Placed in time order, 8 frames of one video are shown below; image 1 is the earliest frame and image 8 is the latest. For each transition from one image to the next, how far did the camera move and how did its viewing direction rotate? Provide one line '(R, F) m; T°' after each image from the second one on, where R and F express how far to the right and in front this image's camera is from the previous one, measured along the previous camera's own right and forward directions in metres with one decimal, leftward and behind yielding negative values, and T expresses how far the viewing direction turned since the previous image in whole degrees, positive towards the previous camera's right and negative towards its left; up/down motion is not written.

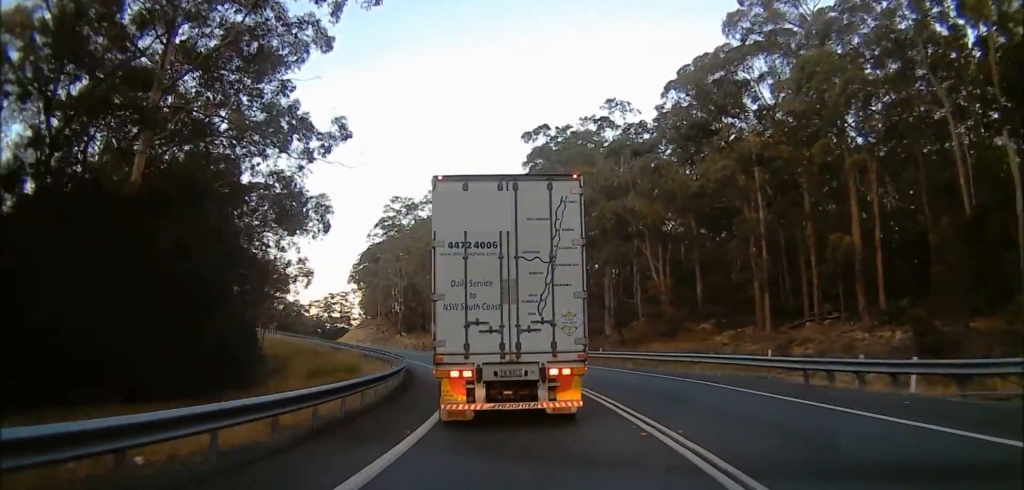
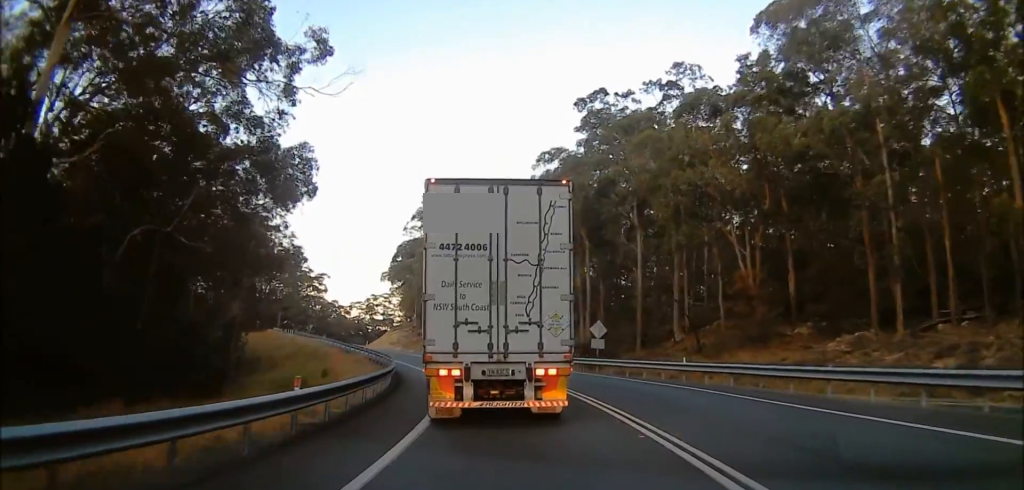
(-0.4, +11.4) m; -6°
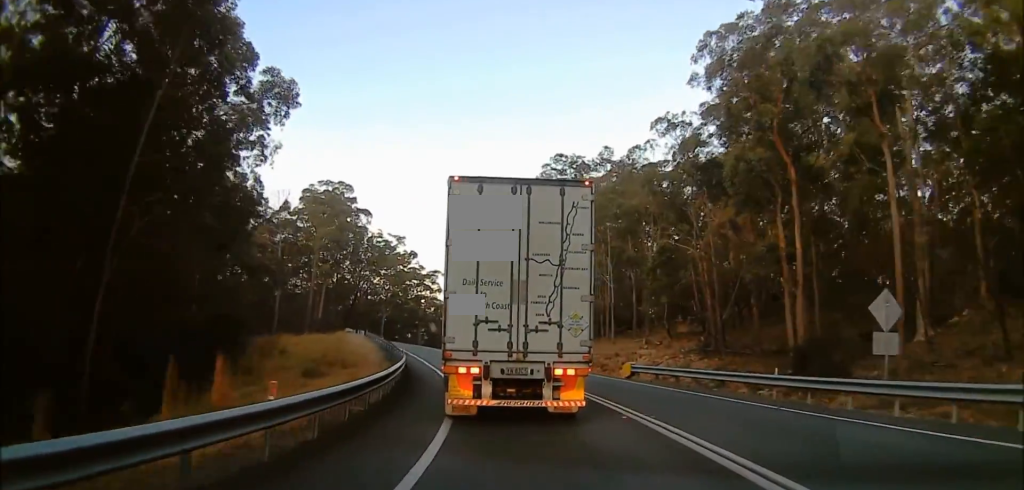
(-1.6, +21.2) m; -4°
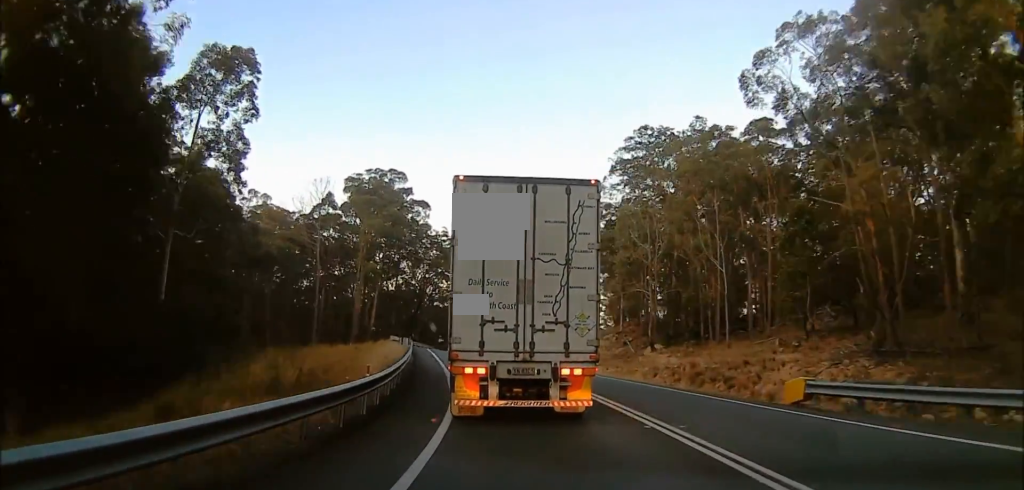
(0.0, +13.3) m; -7°
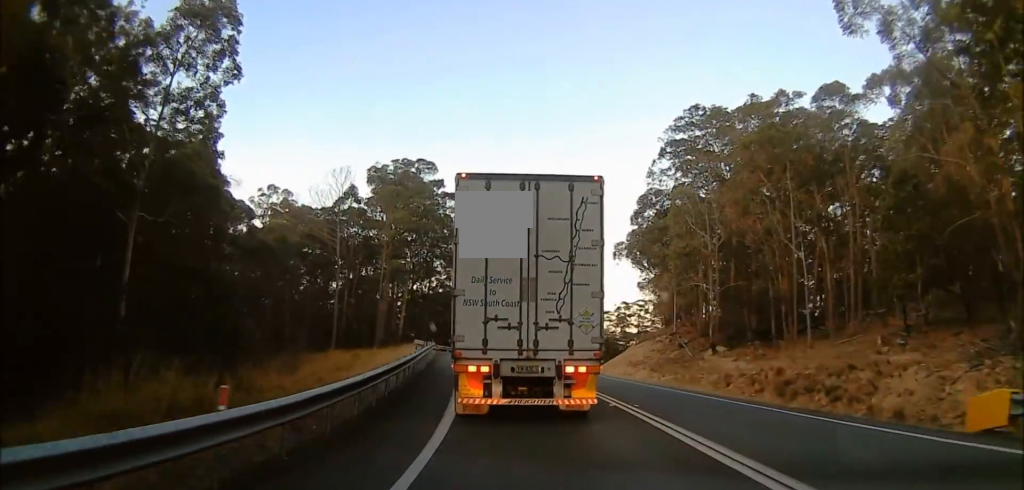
(-0.7, +7.0) m; -7°
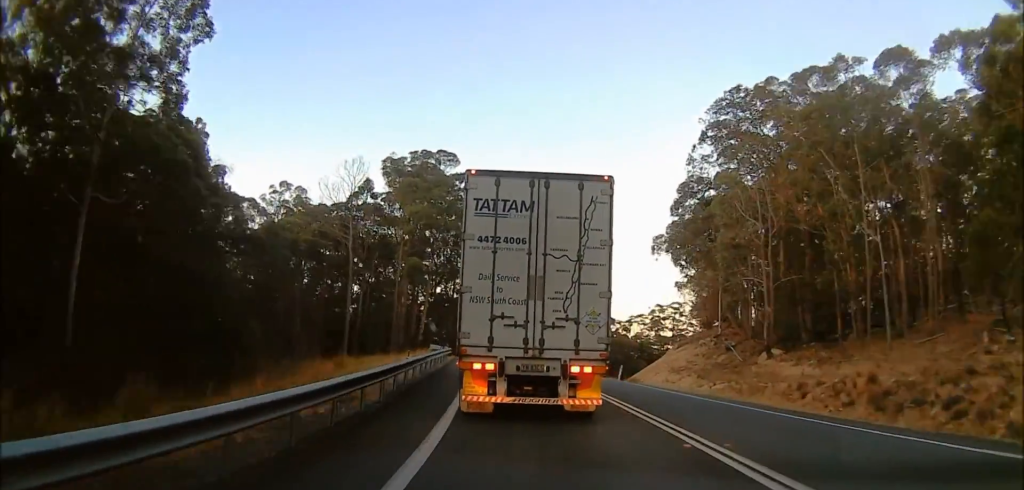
(-0.1, +5.7) m; -6°
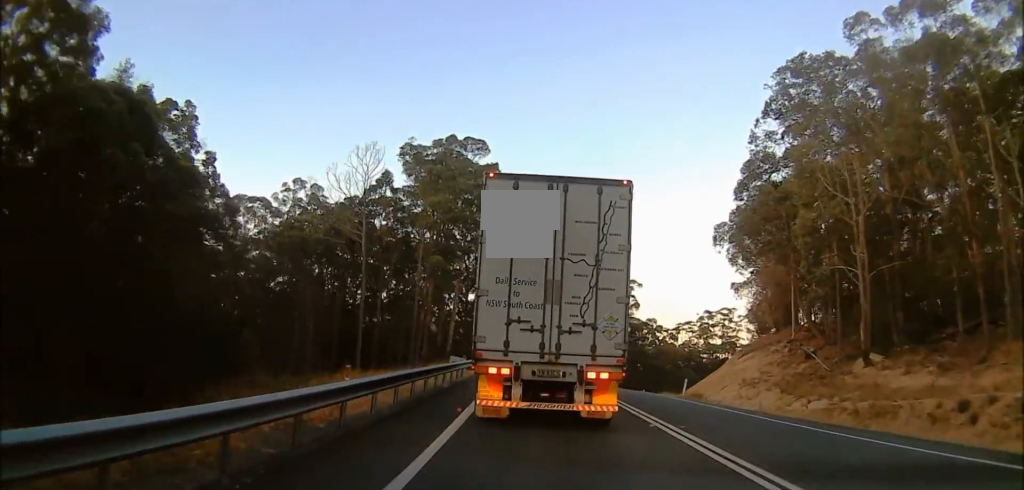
(-0.8, +8.3) m; -3°
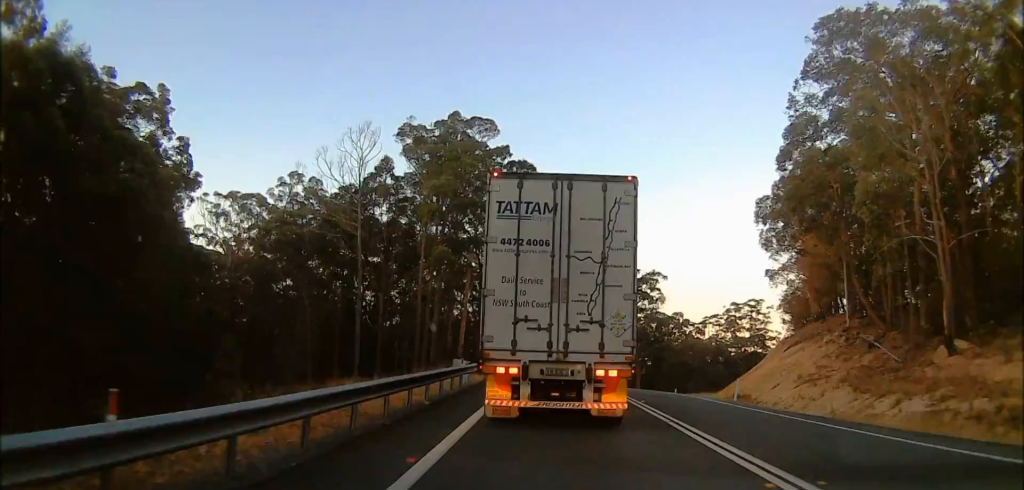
(-0.5, +6.1) m; -1°
